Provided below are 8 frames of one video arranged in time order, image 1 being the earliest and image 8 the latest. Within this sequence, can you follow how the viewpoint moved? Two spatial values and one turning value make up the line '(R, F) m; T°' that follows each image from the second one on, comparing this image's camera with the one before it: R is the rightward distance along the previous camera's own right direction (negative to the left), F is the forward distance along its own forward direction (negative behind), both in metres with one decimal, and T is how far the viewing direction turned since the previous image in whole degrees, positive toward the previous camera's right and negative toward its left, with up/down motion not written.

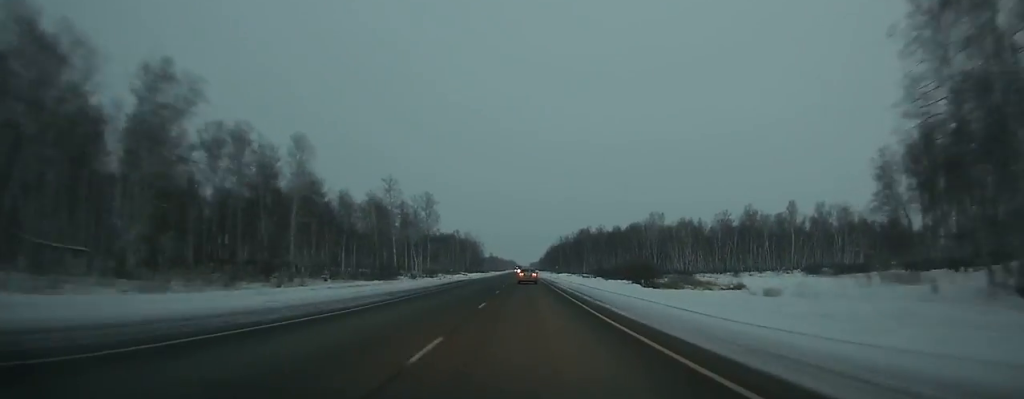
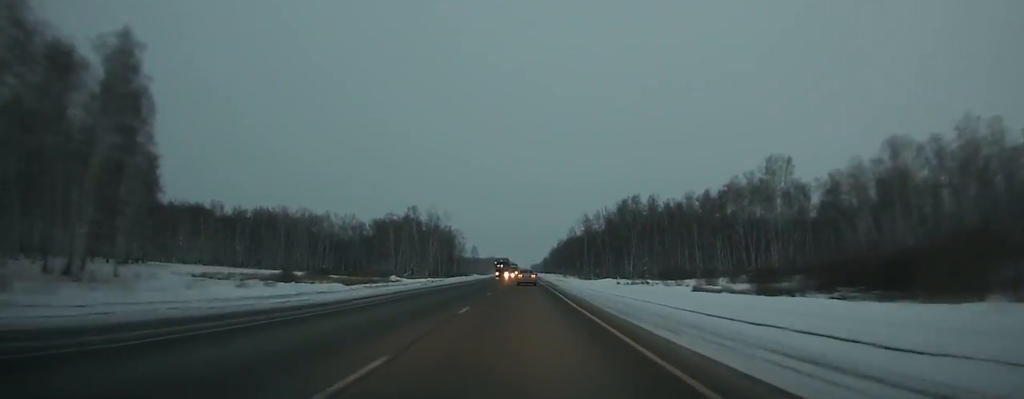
(+0.4, +133.6) m; 0°
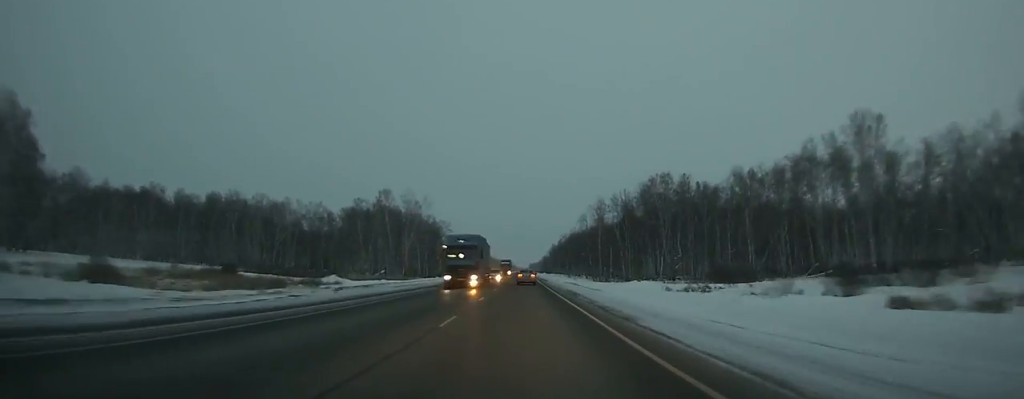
(+0.1, +40.4) m; 0°
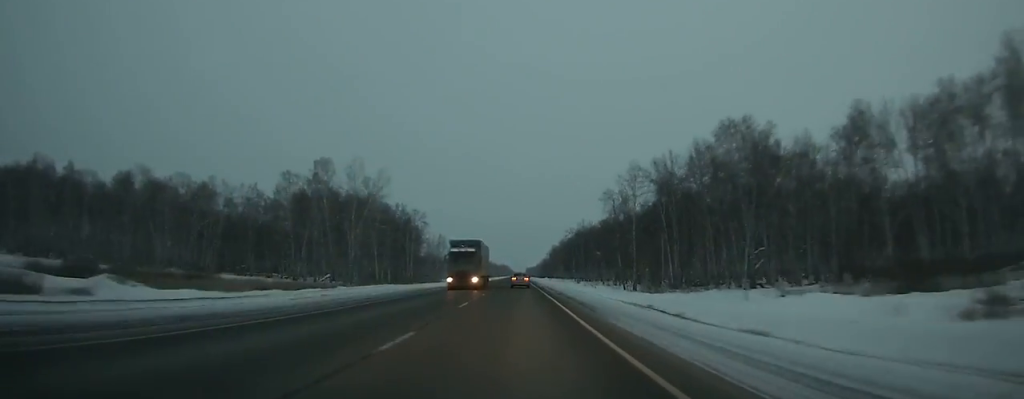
(+0.1, +51.0) m; 0°
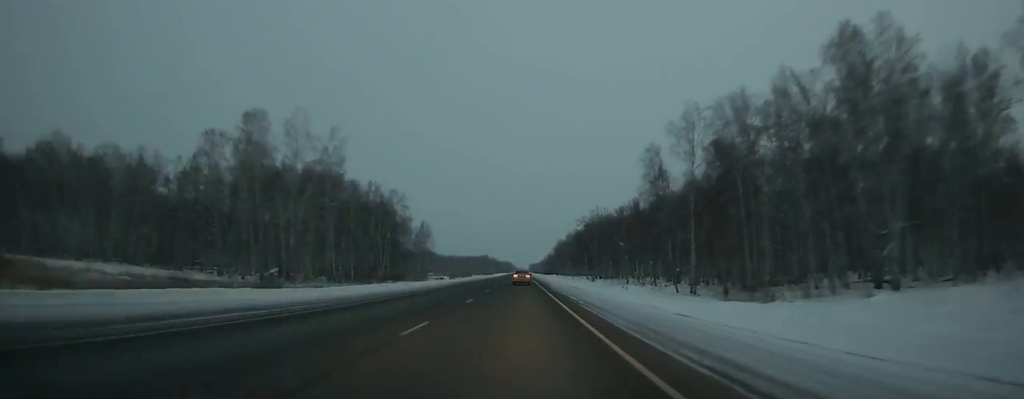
(0.0, +35.0) m; 0°
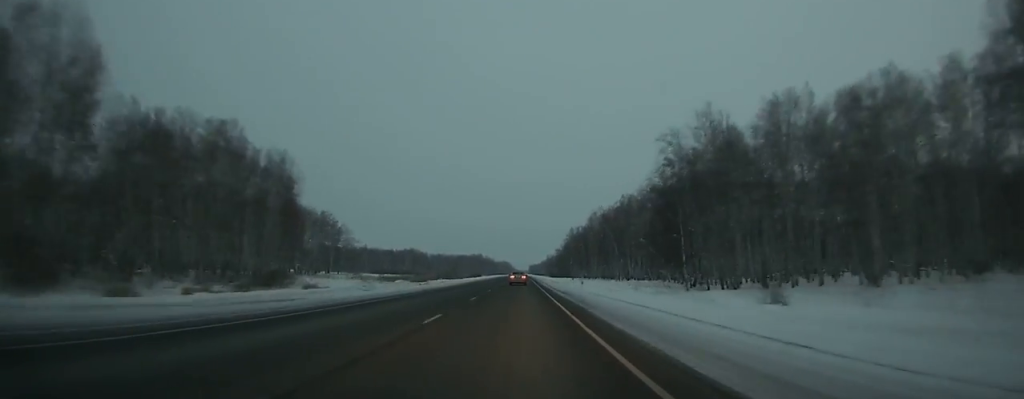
(-0.2, +116.5) m; 0°
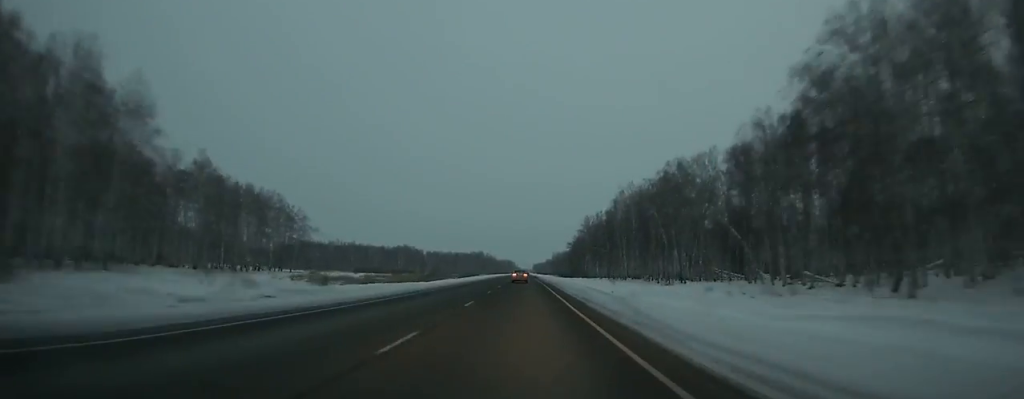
(0.0, +52.0) m; 0°
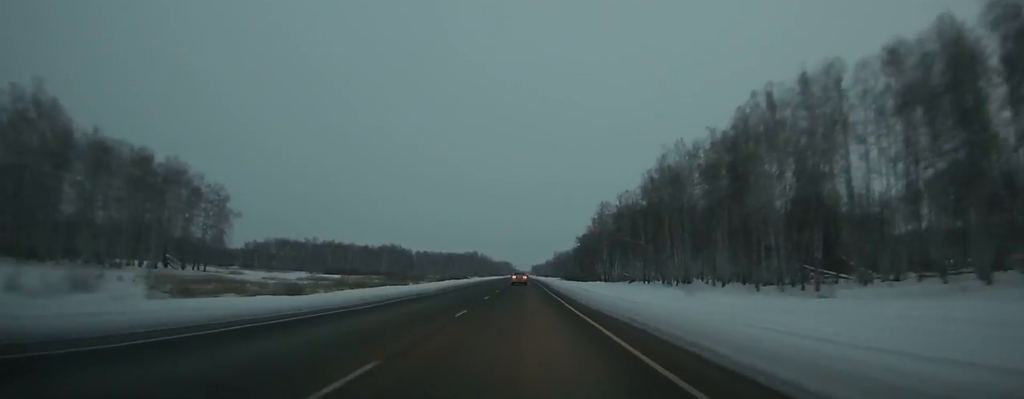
(-0.1, +52.3) m; 0°
